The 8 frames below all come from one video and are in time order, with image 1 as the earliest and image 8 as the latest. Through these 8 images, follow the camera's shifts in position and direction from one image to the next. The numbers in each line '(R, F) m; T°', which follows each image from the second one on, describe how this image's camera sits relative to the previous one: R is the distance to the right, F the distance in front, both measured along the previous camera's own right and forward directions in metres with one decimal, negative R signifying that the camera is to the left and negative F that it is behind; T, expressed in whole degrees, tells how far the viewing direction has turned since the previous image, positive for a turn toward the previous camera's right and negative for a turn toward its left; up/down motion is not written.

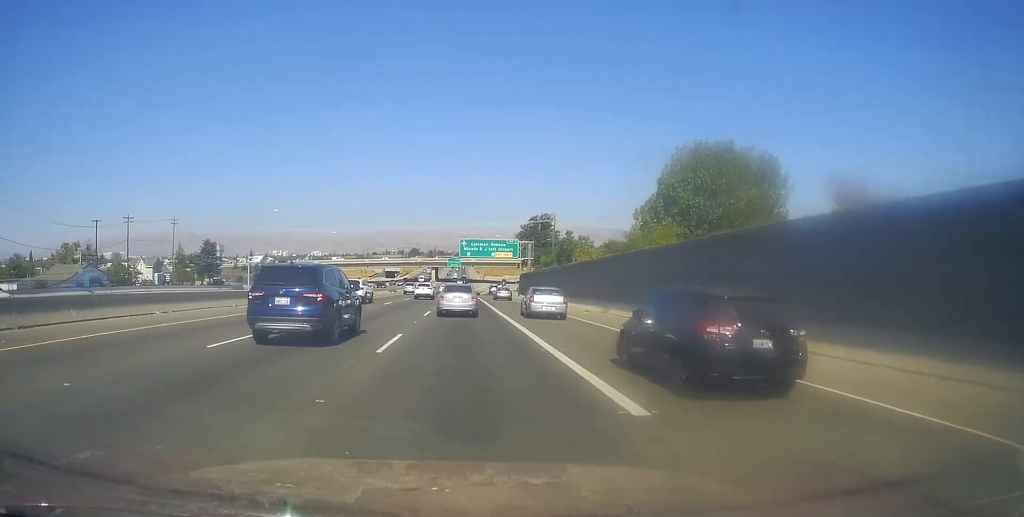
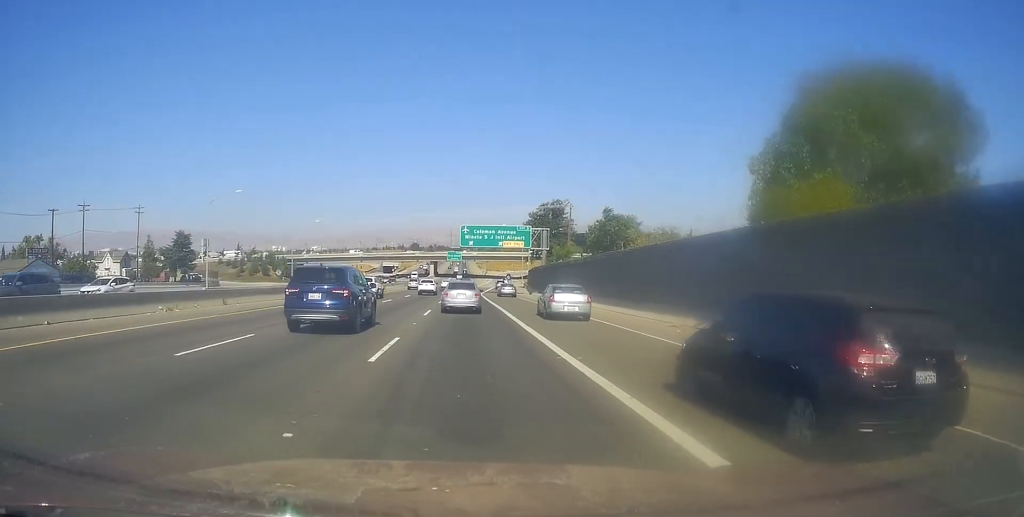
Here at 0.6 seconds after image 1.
(0.0, +16.1) m; -1°
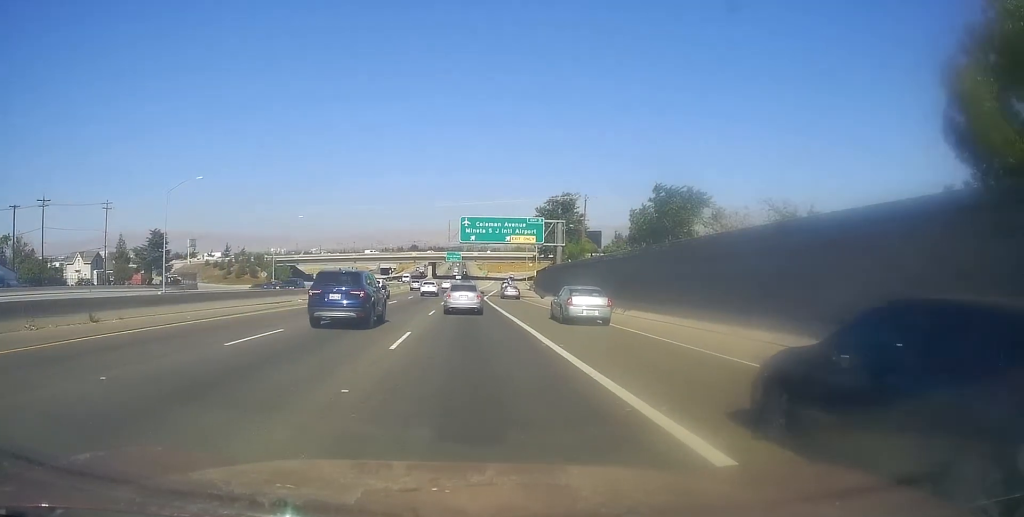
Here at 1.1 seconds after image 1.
(-0.3, +12.1) m; -1°
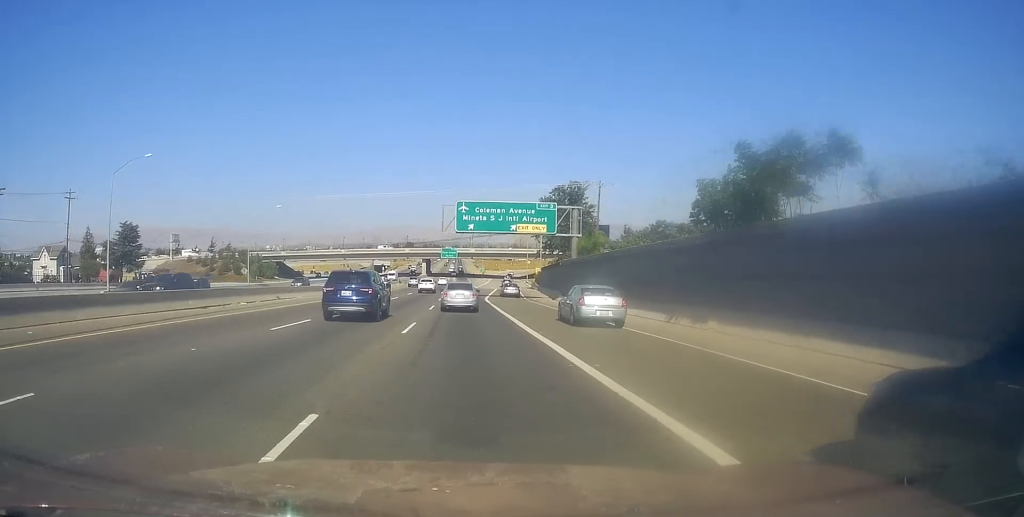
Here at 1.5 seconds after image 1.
(-0.1, +11.2) m; 0°
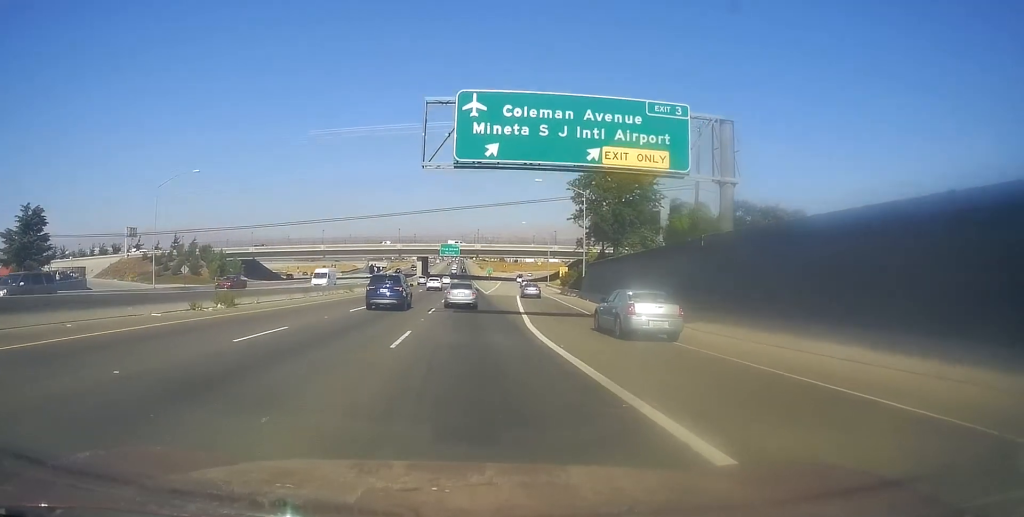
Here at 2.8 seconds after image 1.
(+0.2, +32.9) m; +1°
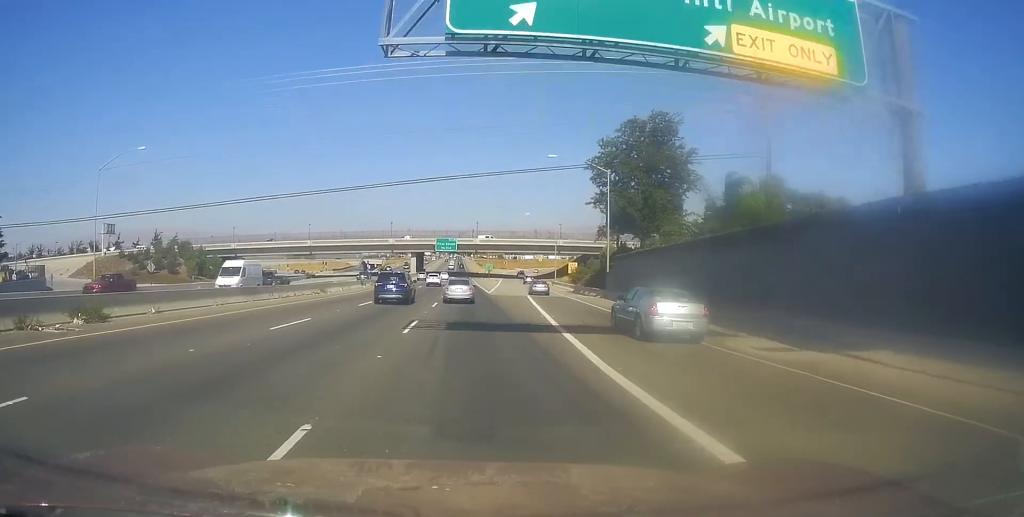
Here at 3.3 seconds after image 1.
(+0.1, +11.8) m; 0°
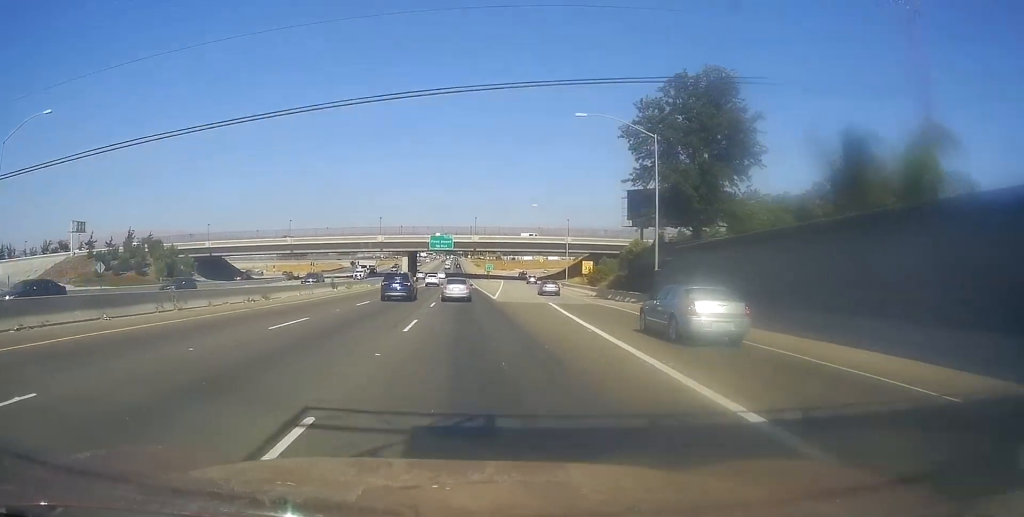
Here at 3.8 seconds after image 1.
(0.0, +14.4) m; 0°
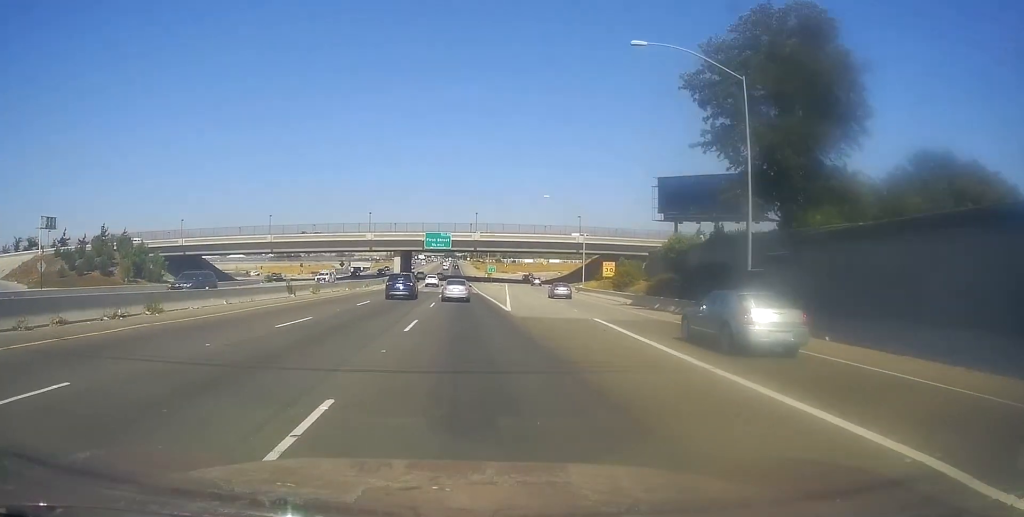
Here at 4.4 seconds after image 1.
(0.0, +13.5) m; 0°
